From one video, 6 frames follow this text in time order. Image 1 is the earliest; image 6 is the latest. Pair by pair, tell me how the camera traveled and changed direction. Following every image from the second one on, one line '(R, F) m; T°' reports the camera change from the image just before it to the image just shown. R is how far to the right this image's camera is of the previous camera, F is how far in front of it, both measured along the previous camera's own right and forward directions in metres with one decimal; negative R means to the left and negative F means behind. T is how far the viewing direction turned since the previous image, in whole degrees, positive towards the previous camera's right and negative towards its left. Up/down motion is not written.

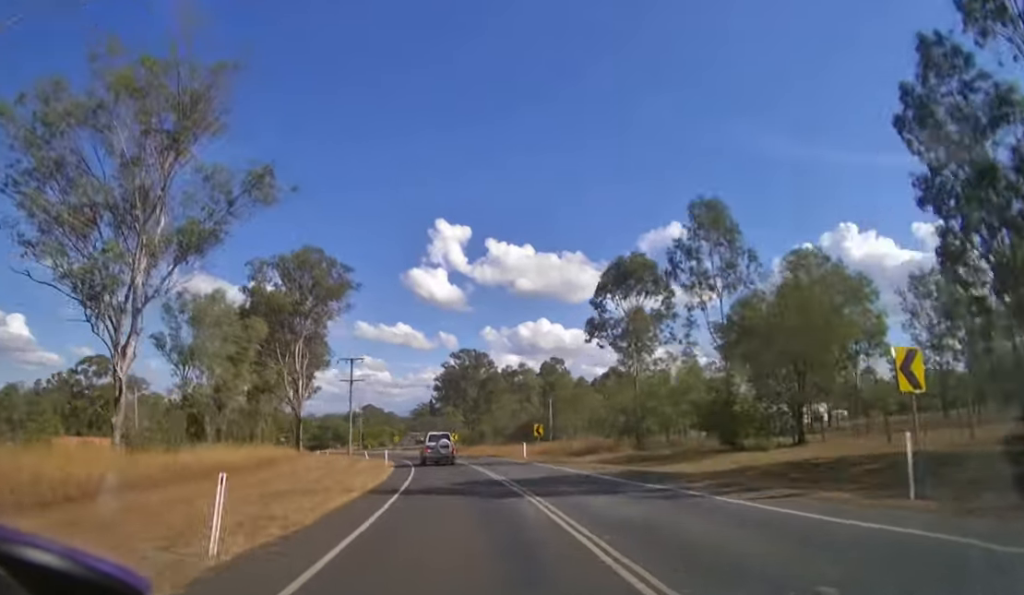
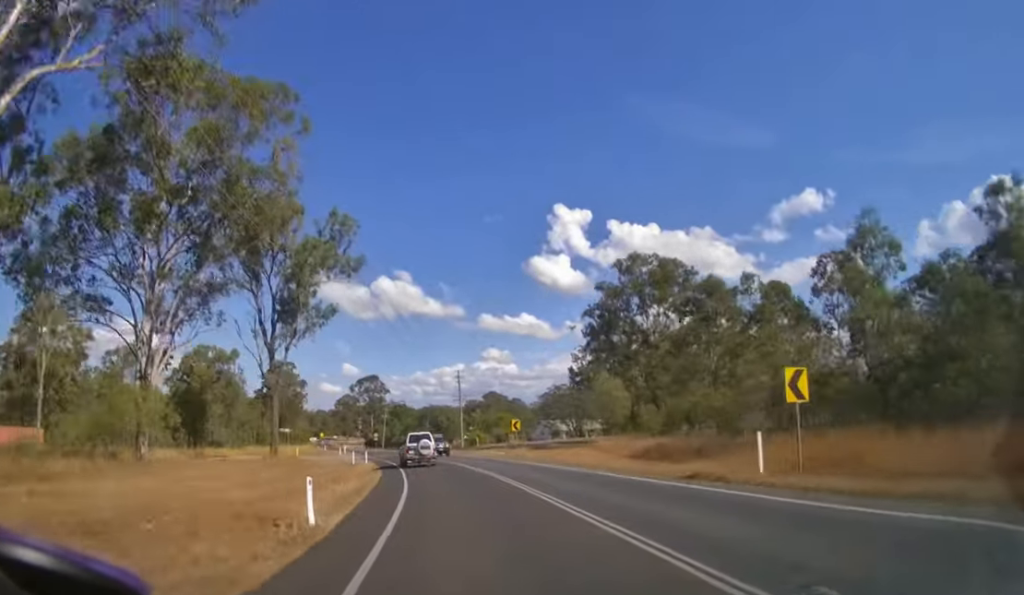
(-5.7, +50.0) m; -14°
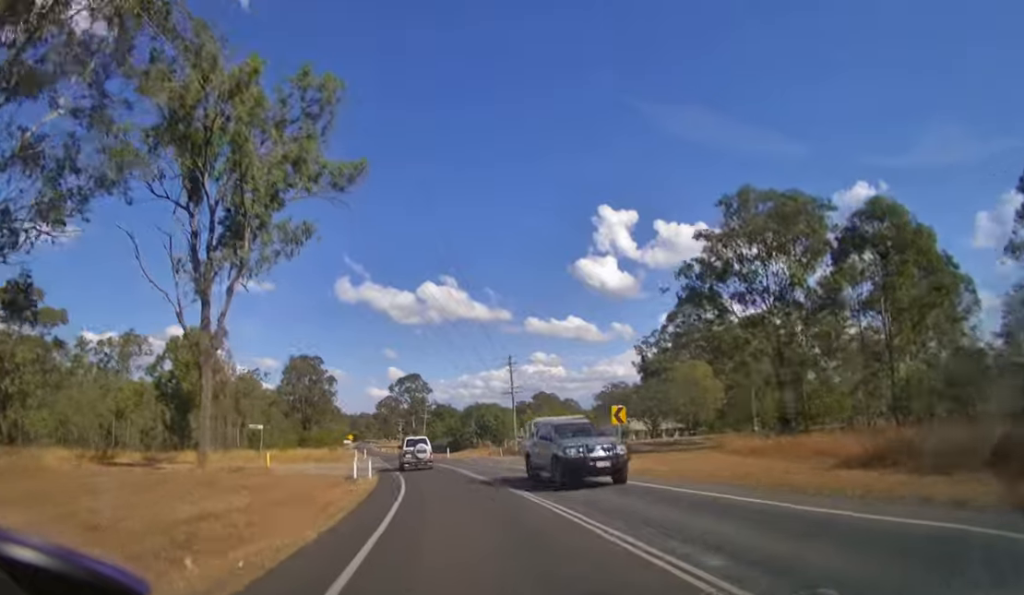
(-0.6, +14.4) m; -5°
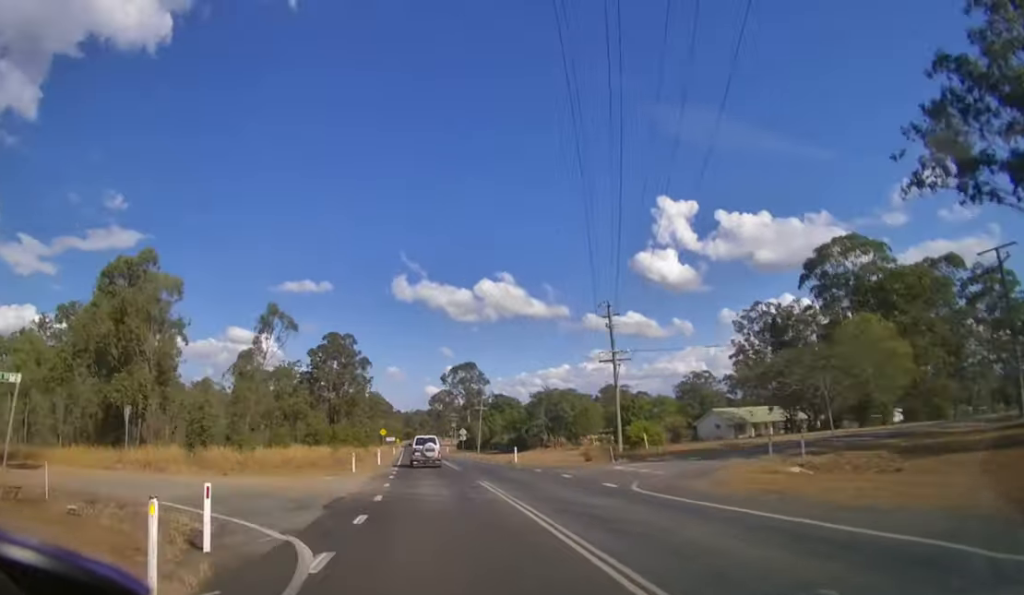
(-1.0, +18.7) m; -6°
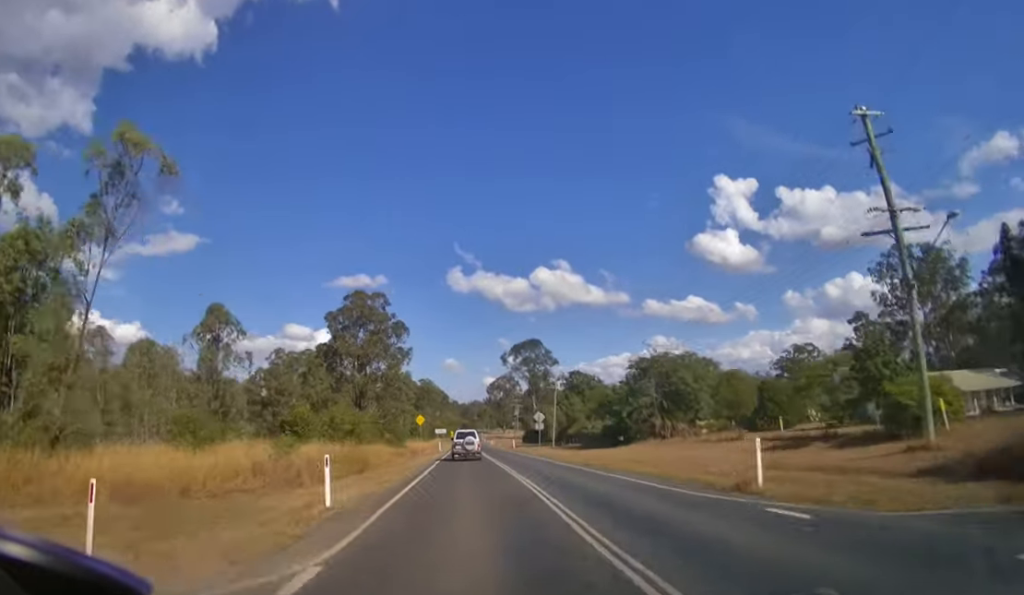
(-0.9, +19.2) m; -5°
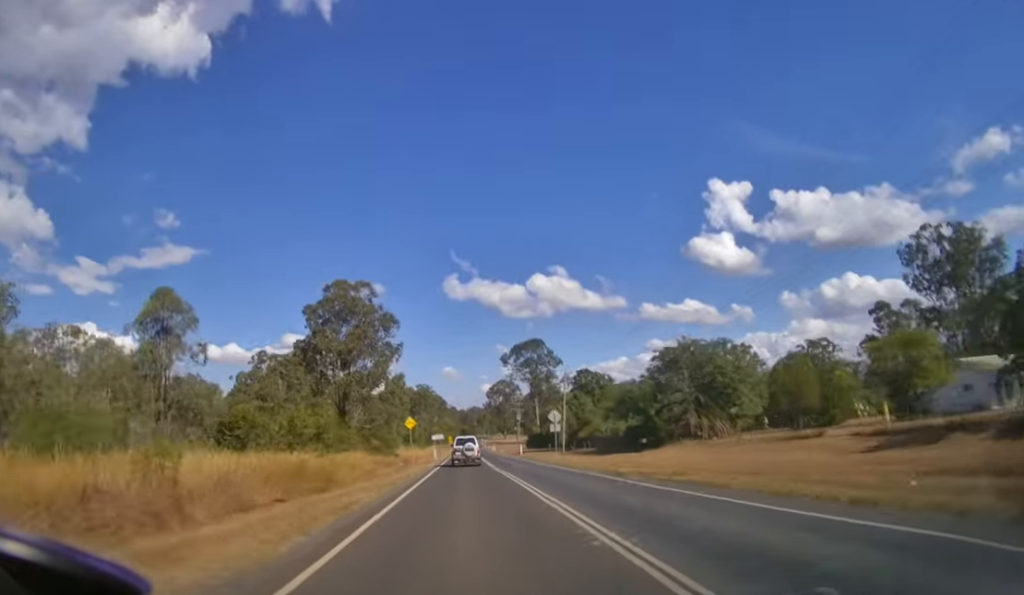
(-0.2, +7.4) m; -1°
